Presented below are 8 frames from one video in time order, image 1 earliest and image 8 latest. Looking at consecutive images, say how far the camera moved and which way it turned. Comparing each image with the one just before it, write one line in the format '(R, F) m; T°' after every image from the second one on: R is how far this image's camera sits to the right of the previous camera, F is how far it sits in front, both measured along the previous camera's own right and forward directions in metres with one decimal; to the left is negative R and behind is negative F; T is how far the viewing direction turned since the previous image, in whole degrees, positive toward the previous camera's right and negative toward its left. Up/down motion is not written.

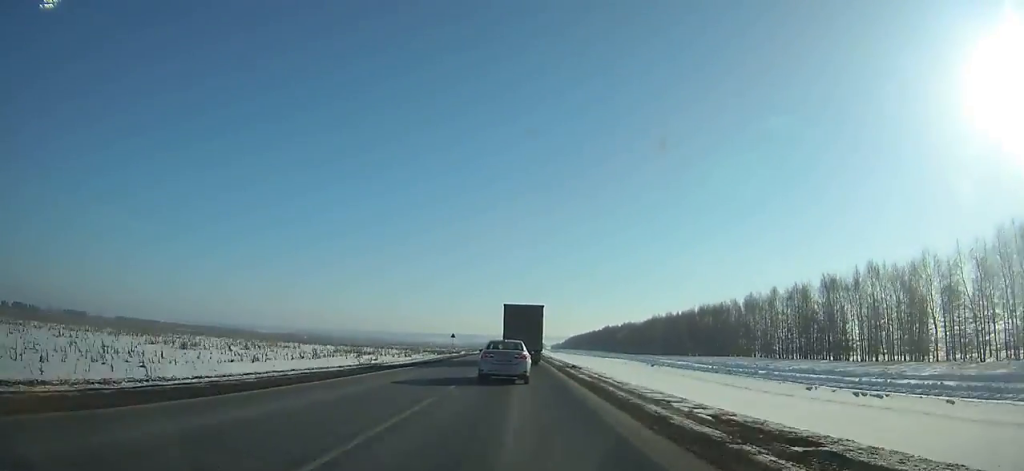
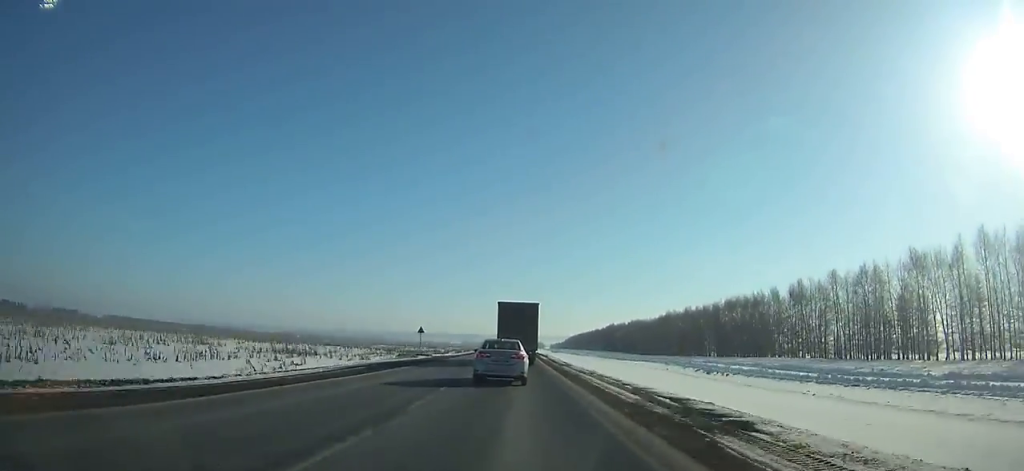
(0.0, +28.5) m; 0°
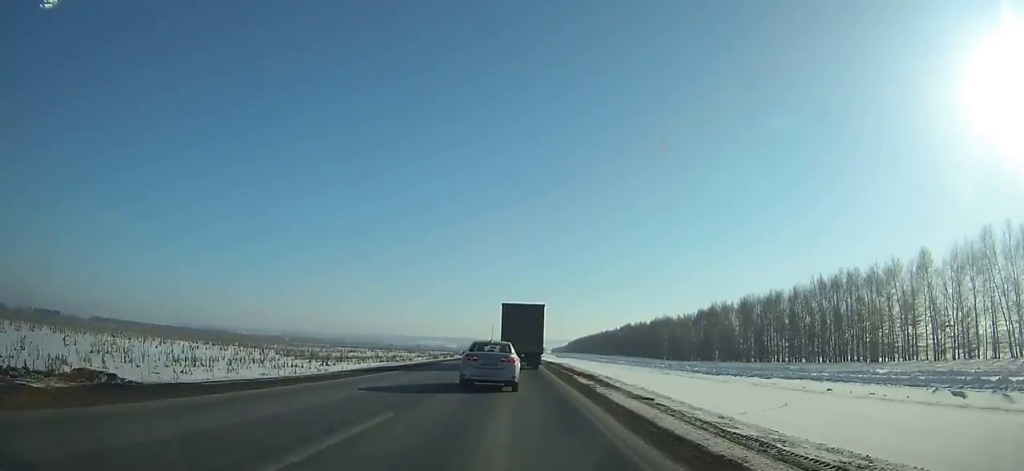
(-0.1, +56.7) m; 0°
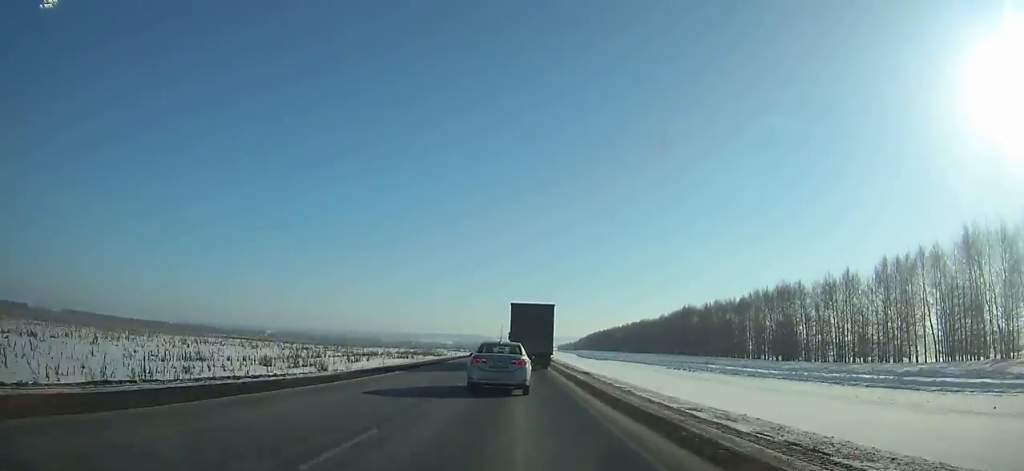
(0.0, +109.1) m; 0°
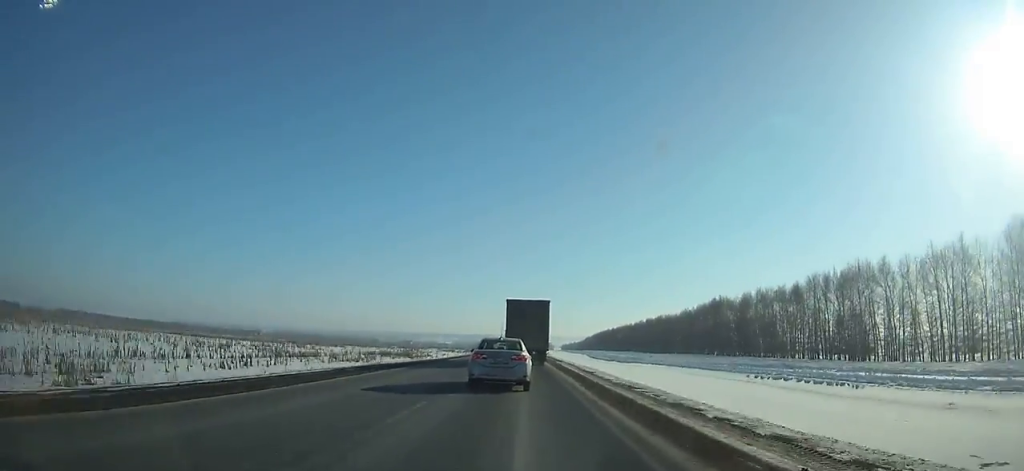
(0.0, +31.7) m; 0°
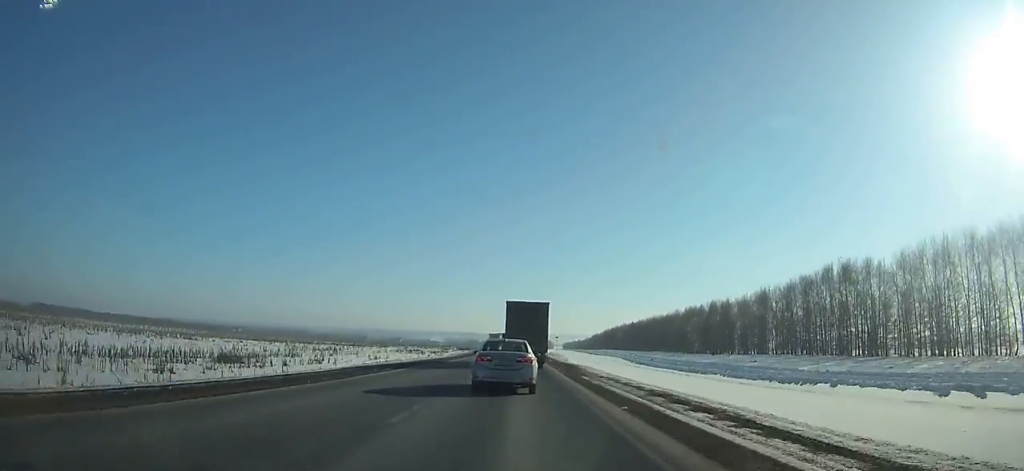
(+0.1, +72.1) m; 0°
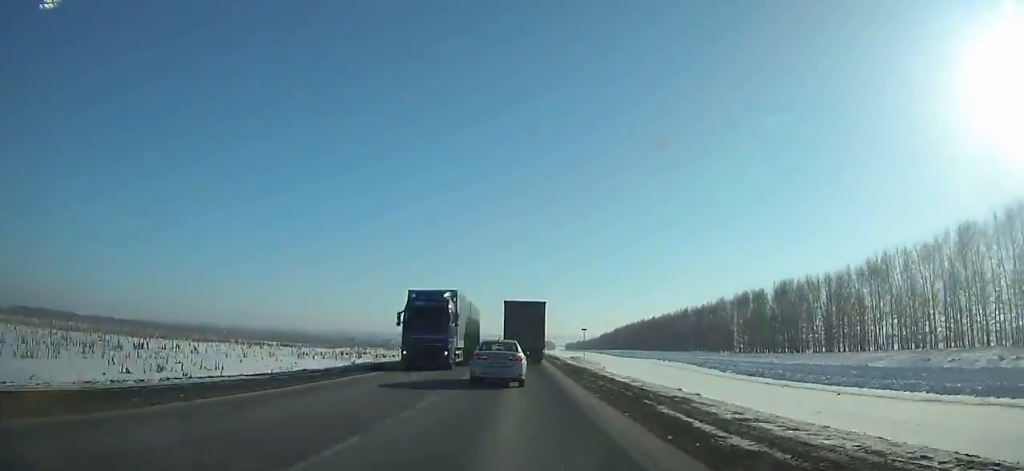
(+0.1, +53.4) m; 0°
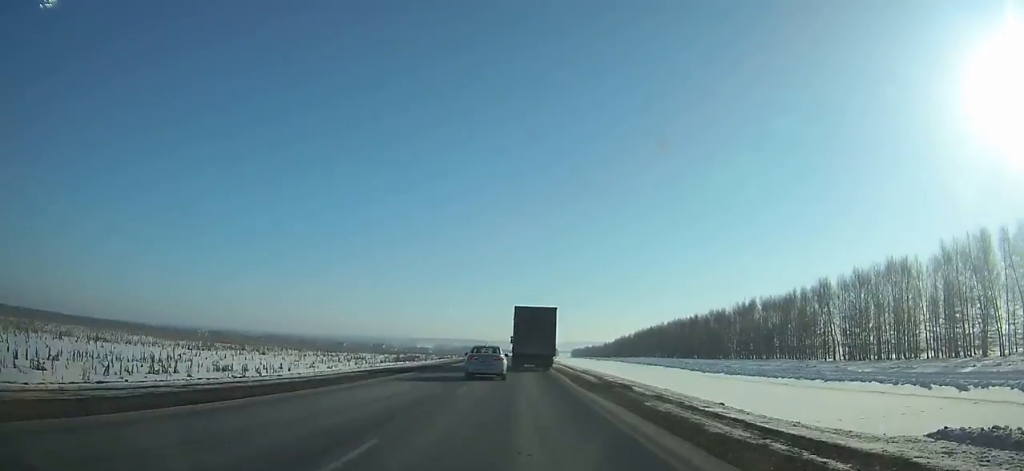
(-0.2, +60.6) m; 0°
